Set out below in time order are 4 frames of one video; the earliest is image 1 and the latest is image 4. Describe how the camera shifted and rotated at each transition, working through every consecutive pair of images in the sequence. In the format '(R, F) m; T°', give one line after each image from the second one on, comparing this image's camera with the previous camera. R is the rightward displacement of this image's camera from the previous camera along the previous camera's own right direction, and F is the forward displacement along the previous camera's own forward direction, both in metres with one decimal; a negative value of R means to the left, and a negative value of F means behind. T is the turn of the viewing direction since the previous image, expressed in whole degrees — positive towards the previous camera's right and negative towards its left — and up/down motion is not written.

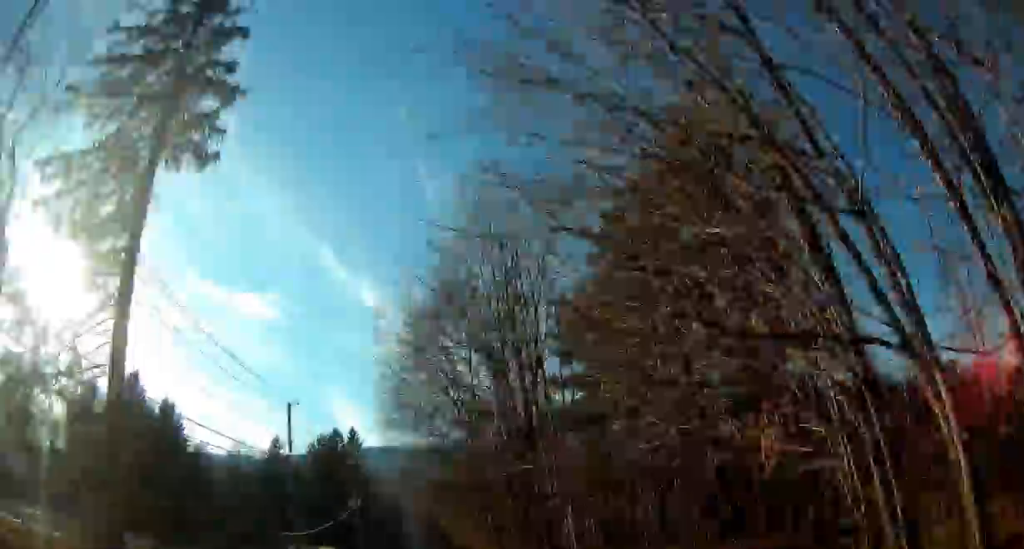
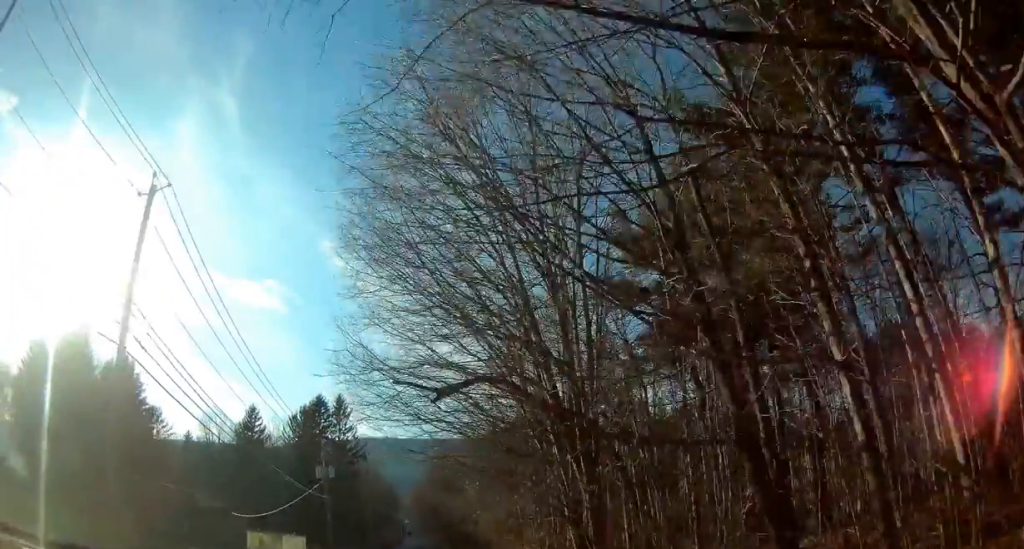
(+0.6, +21.6) m; +2°
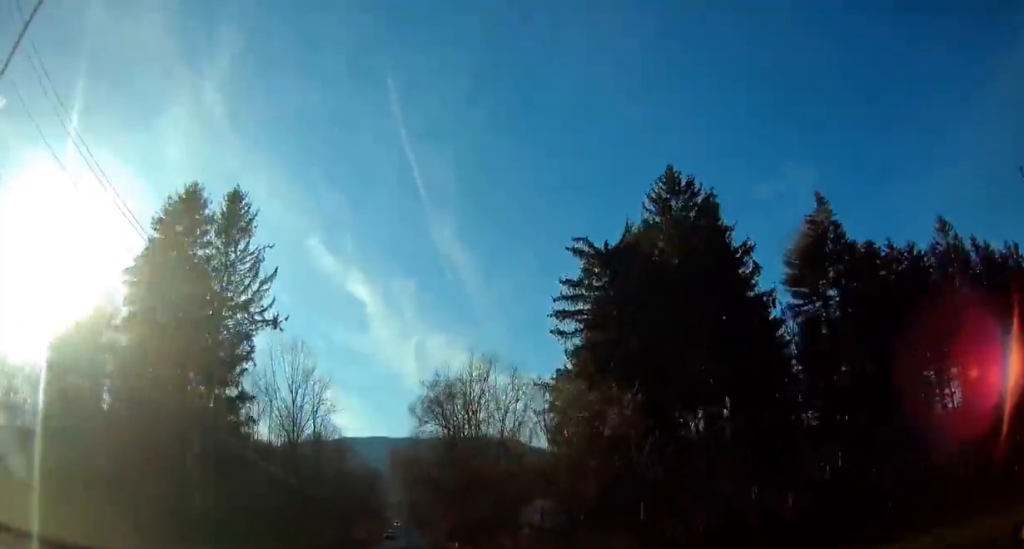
(+0.4, +66.9) m; 0°
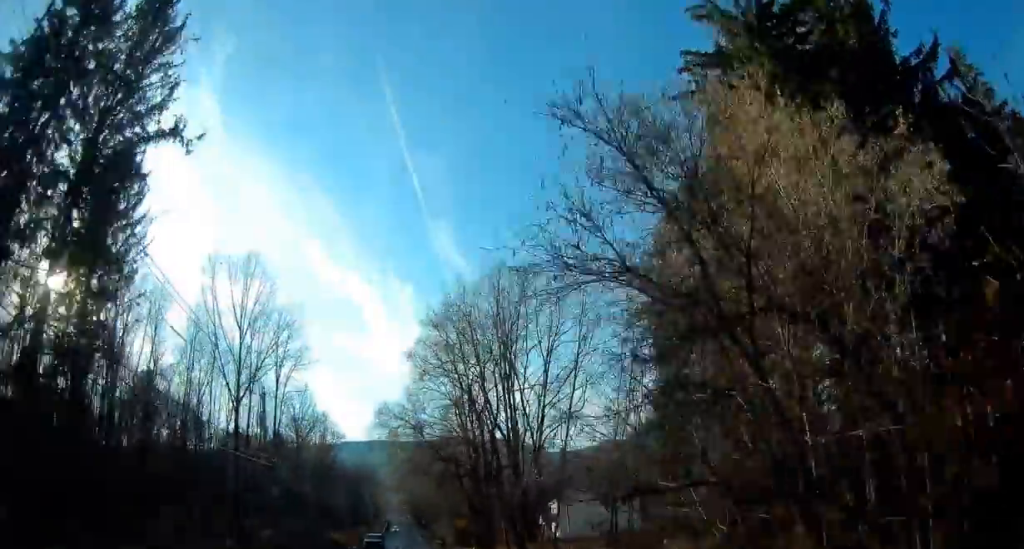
(0.0, +23.6) m; 0°
